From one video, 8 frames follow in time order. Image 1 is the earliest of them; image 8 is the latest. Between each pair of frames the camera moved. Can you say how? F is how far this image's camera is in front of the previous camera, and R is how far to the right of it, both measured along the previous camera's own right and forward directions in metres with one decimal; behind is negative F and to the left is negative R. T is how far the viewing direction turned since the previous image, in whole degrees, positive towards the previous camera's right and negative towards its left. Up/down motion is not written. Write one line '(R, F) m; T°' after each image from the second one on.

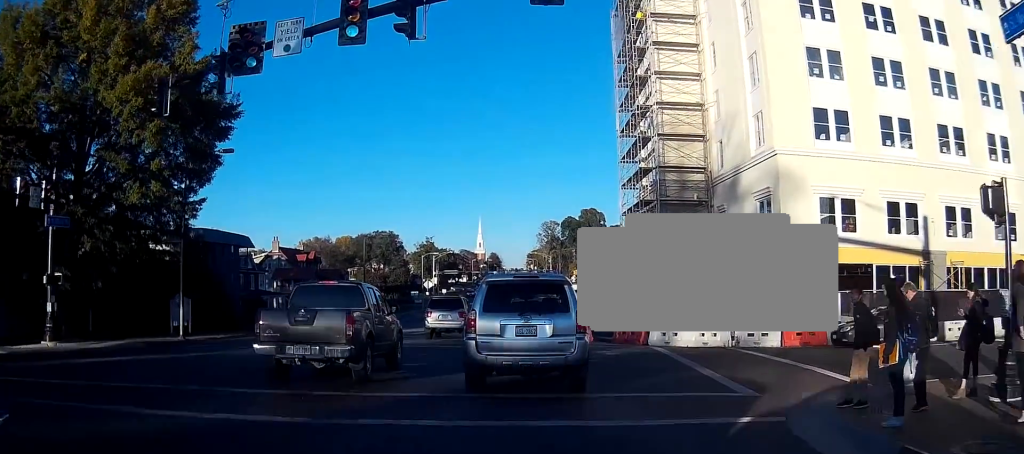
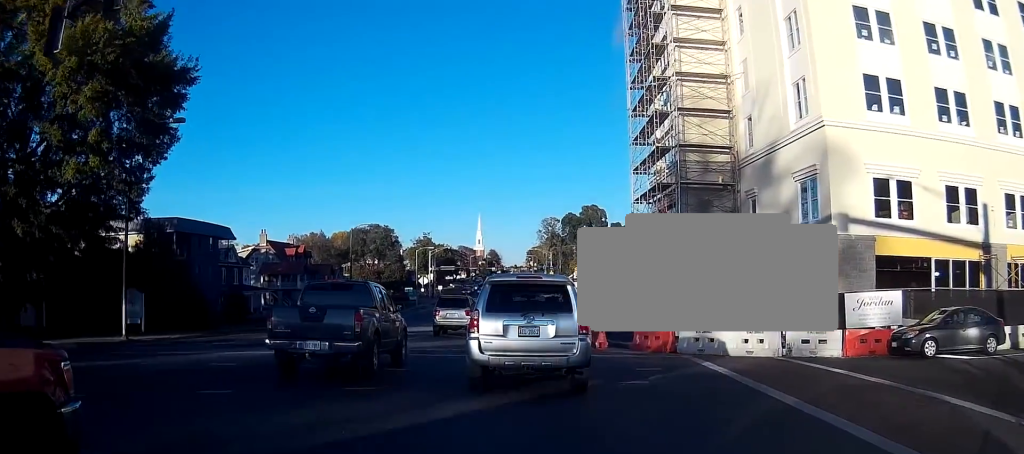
(-0.1, +5.4) m; -3°
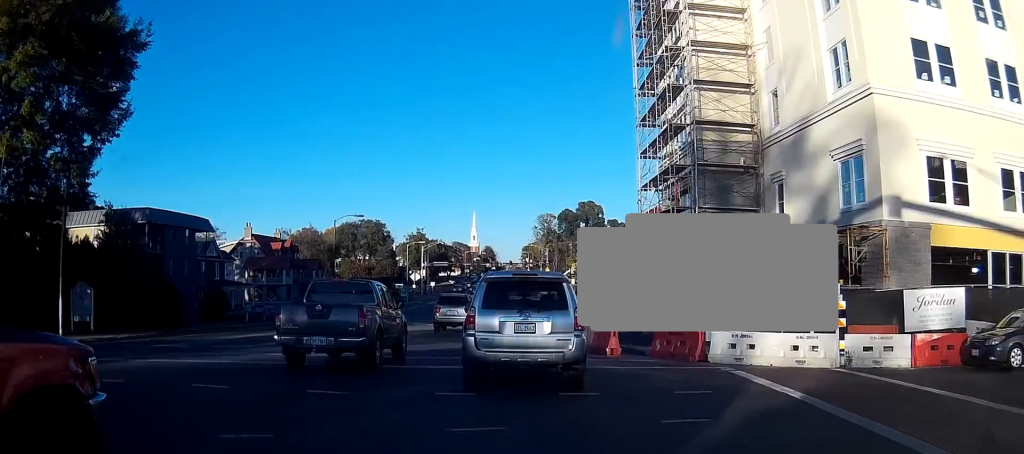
(-0.1, +4.5) m; -1°
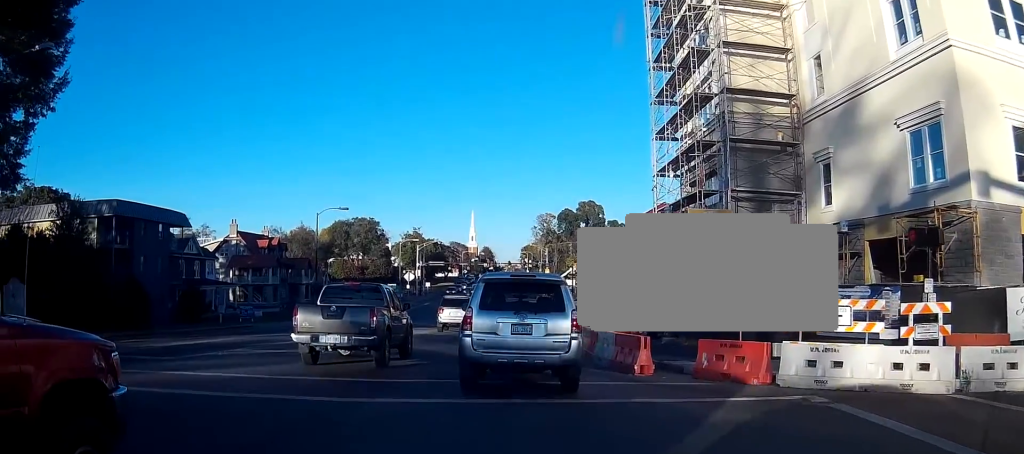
(+0.1, +5.3) m; +1°
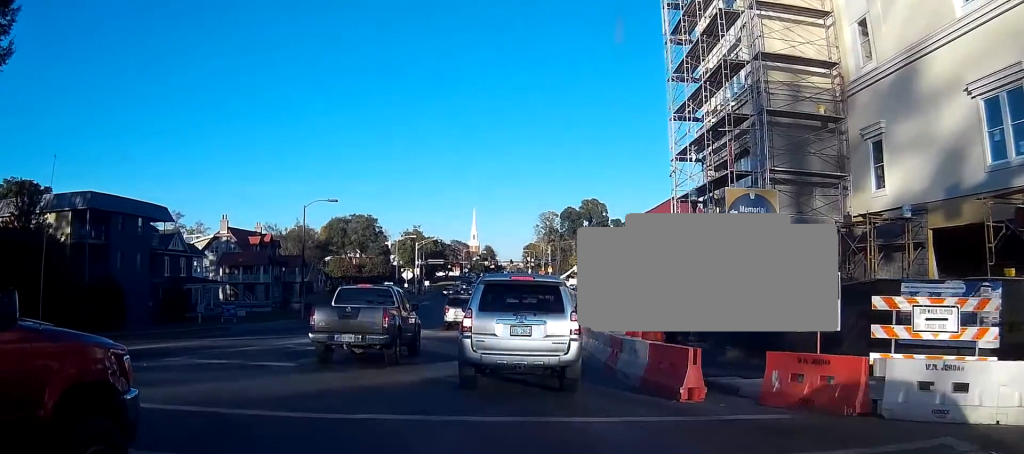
(0.0, +4.1) m; 0°
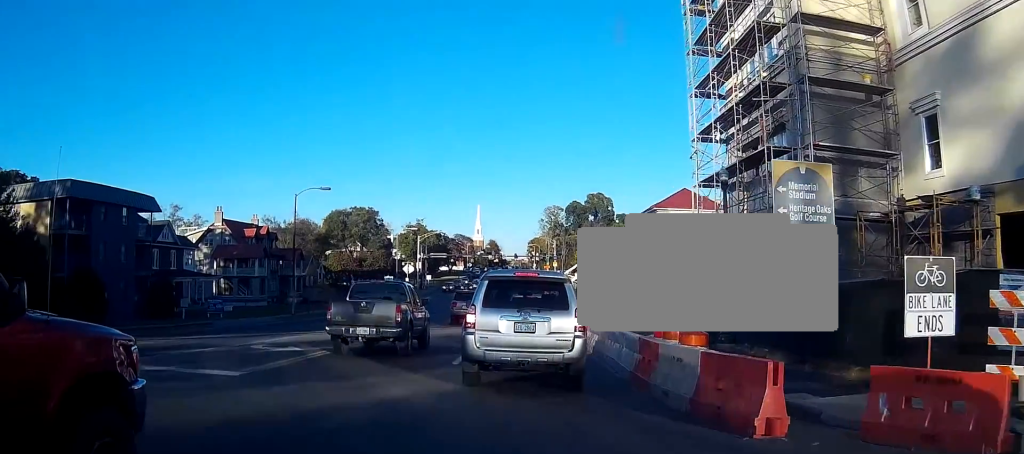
(0.0, +3.2) m; 0°
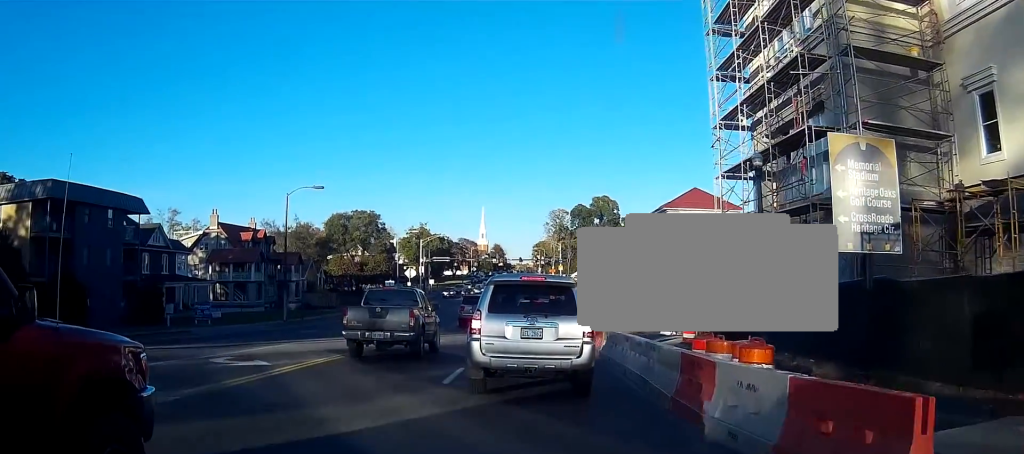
(0.0, +2.8) m; 0°
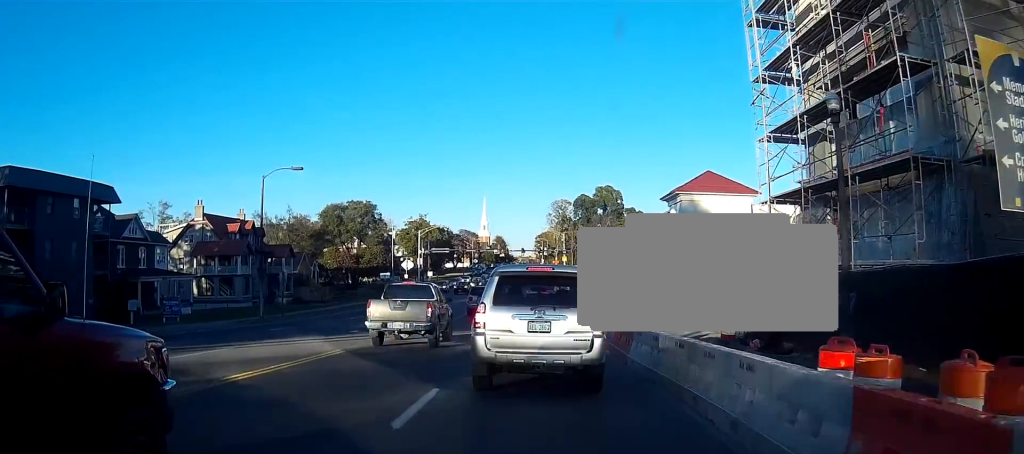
(0.0, +4.9) m; -1°
